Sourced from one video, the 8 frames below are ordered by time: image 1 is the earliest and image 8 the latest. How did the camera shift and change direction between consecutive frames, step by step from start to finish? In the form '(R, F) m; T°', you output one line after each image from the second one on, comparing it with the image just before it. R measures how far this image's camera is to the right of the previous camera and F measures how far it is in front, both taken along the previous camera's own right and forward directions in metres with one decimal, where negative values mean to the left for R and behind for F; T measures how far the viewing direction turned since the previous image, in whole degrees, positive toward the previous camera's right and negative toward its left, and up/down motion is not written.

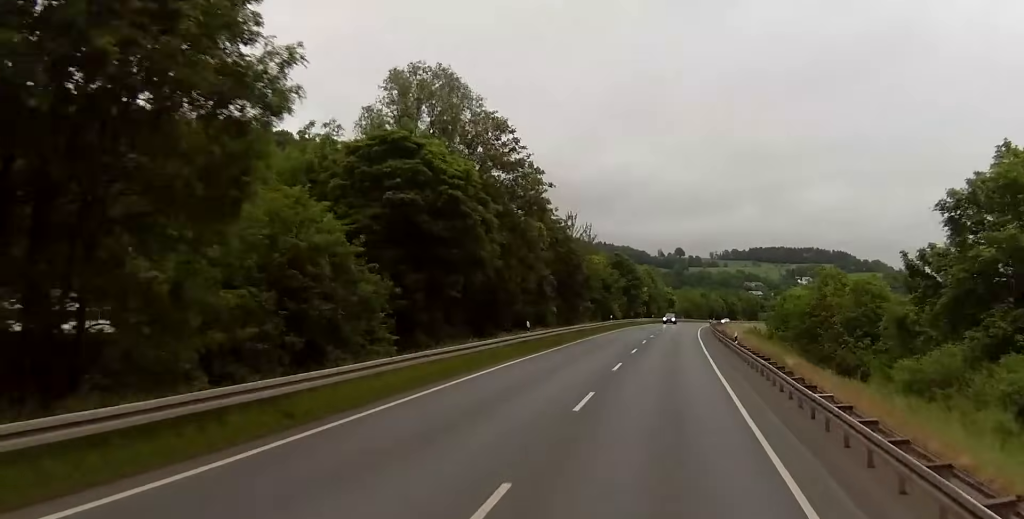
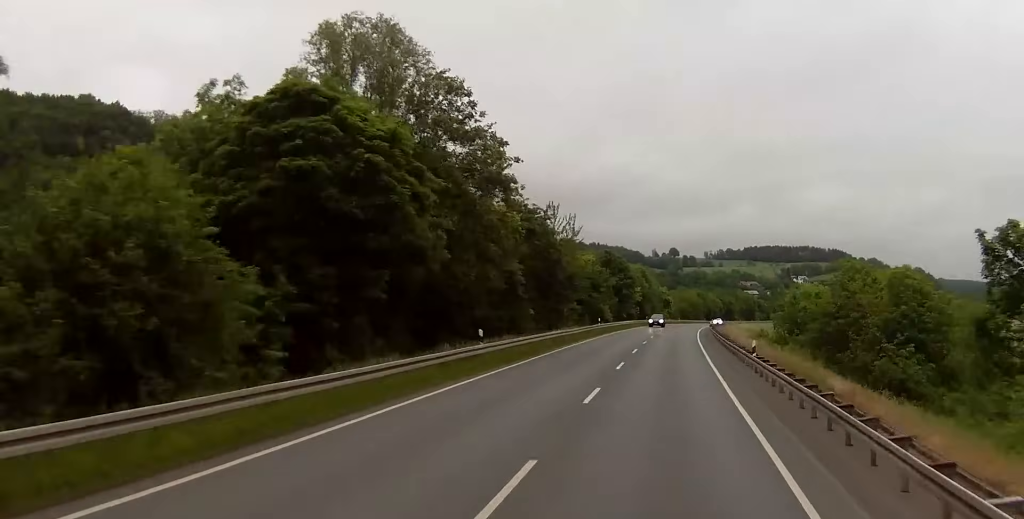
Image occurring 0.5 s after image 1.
(+0.1, +10.0) m; +1°
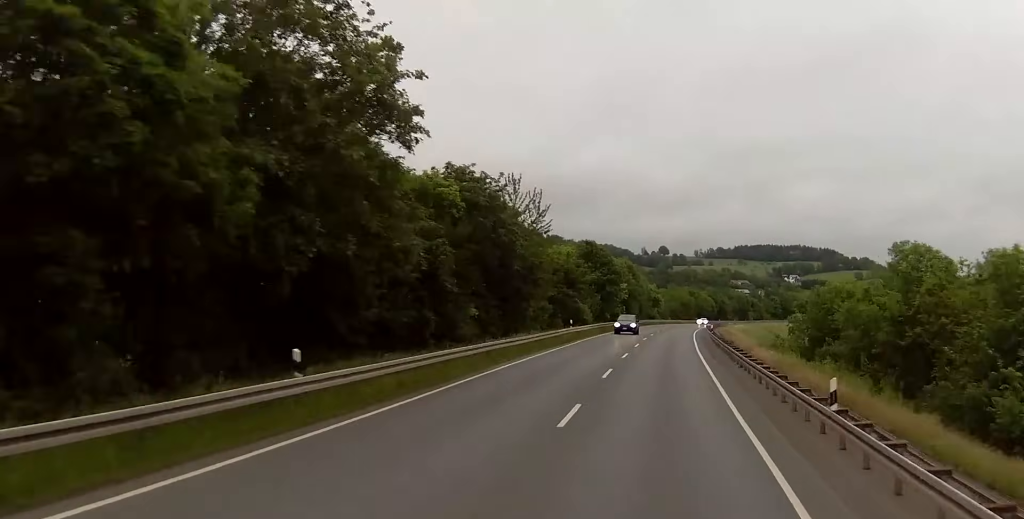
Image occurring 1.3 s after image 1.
(+0.1, +16.0) m; 0°
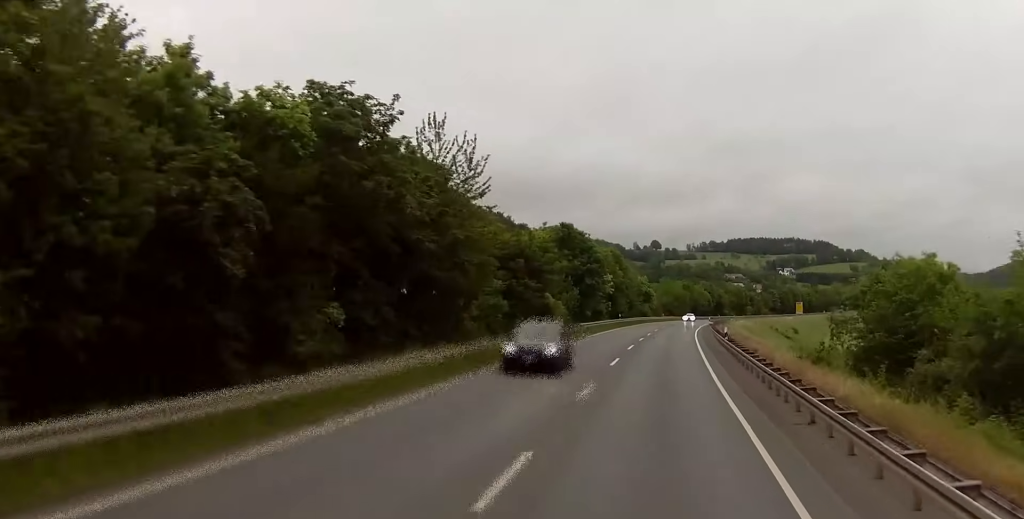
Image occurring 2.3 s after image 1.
(-0.2, +19.4) m; 0°
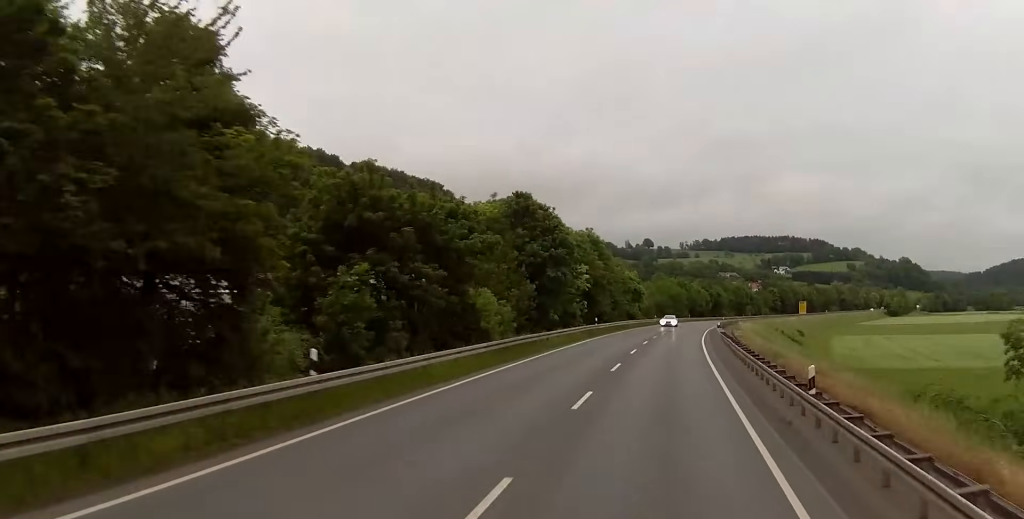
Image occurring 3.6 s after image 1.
(+0.3, +26.1) m; +2°
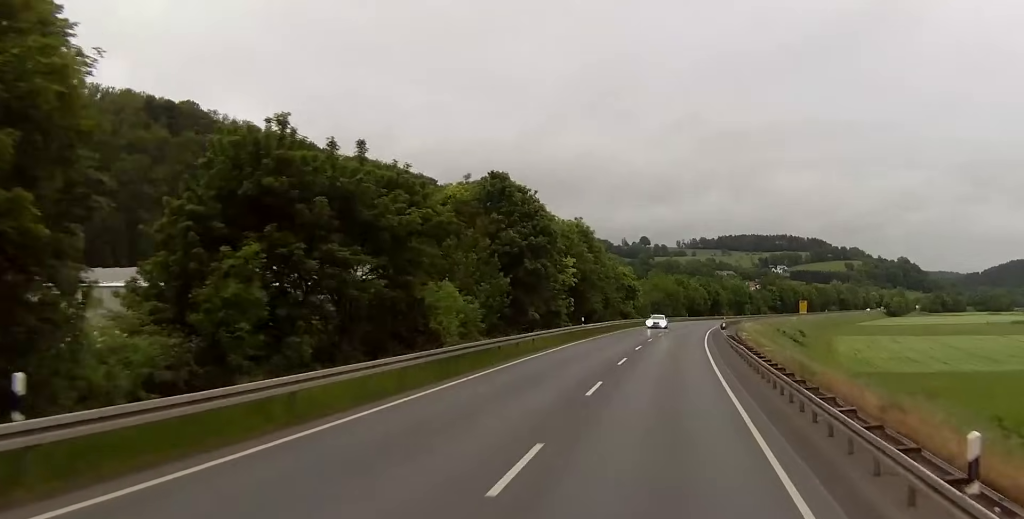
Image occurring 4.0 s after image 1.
(0.0, +9.4) m; 0°
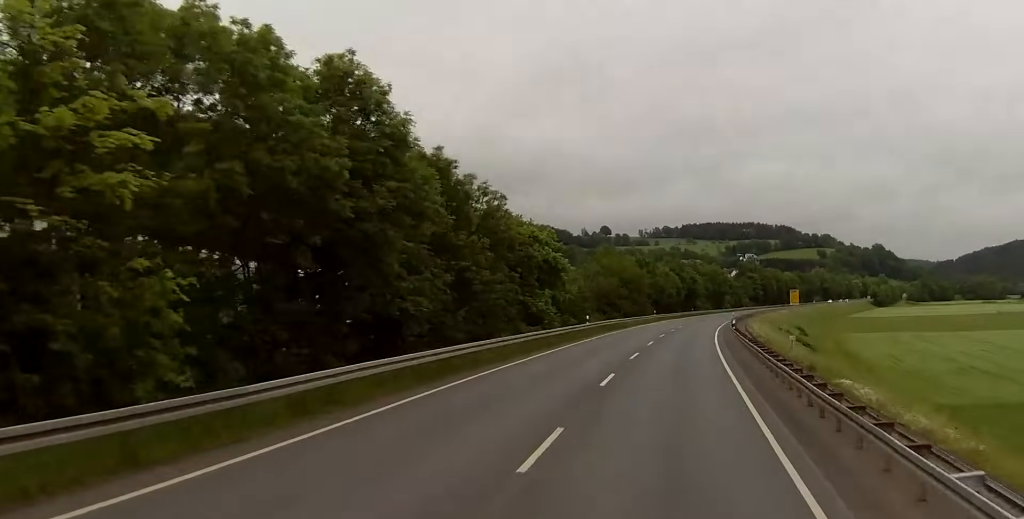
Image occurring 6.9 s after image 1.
(+0.4, +58.6) m; +2°
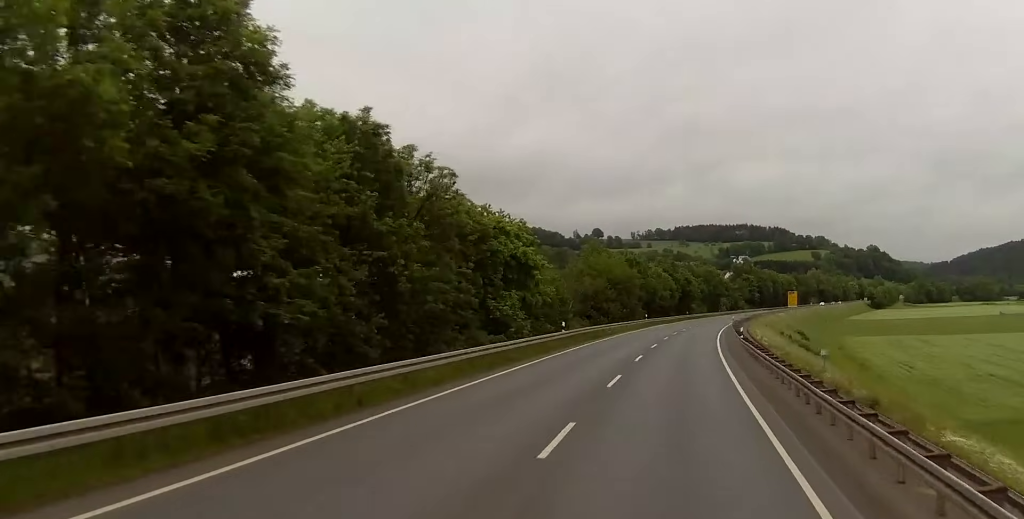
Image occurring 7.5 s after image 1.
(+0.2, +10.8) m; +1°
